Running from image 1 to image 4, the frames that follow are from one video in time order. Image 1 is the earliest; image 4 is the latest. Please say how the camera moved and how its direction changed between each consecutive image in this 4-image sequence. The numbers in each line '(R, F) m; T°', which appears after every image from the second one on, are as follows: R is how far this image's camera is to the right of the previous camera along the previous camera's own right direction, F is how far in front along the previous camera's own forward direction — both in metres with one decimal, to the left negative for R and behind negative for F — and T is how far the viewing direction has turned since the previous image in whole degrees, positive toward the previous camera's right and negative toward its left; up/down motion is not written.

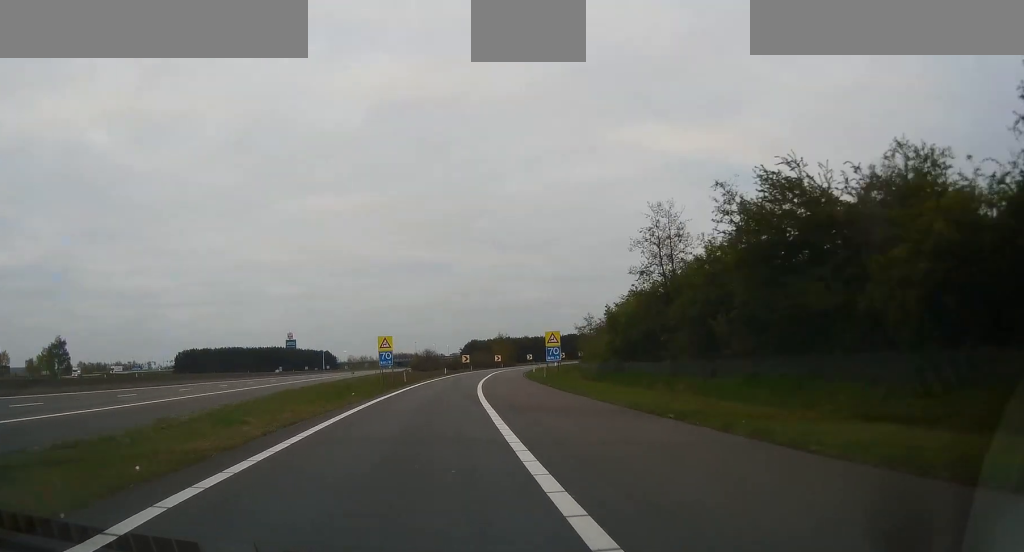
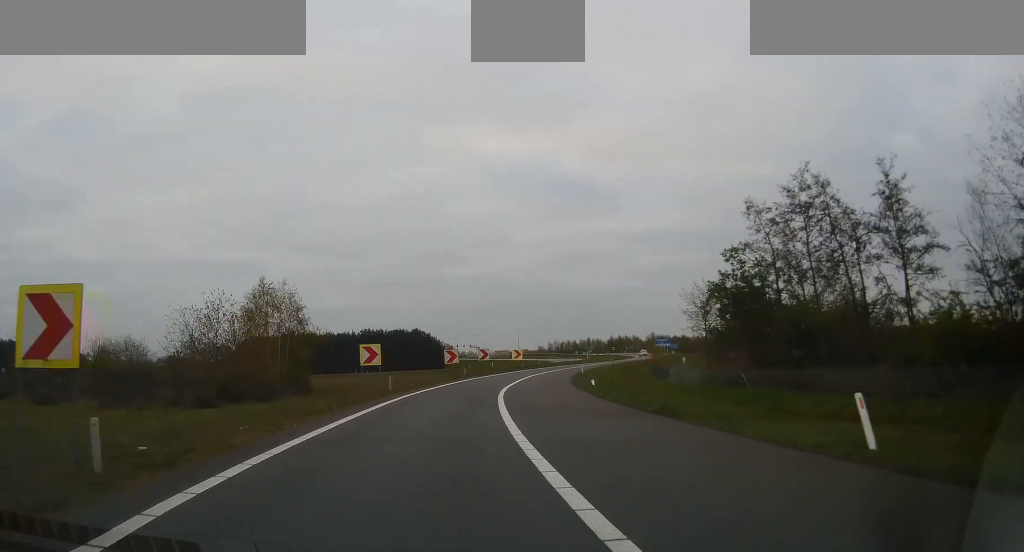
(+13.0, +109.8) m; +15°
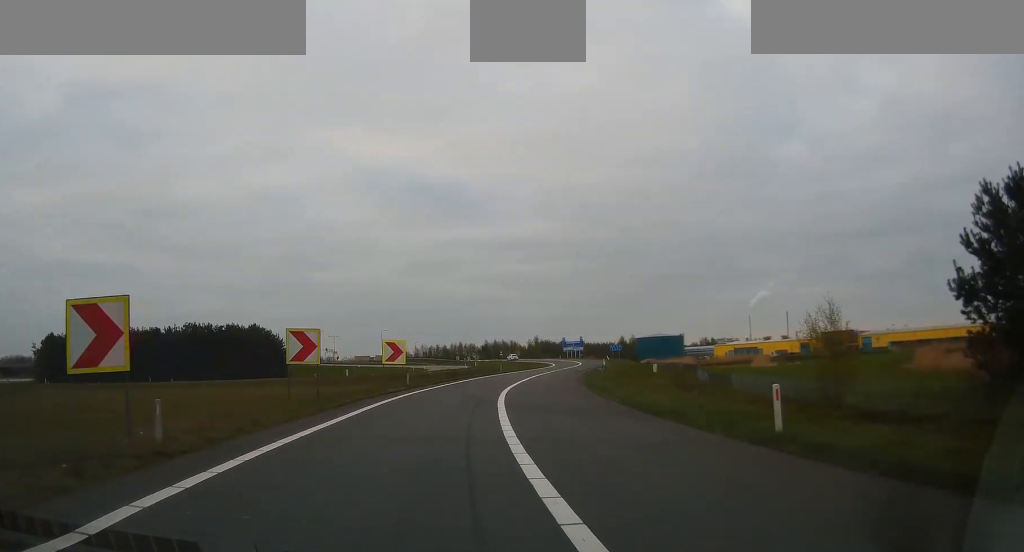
(+3.9, +34.9) m; +10°
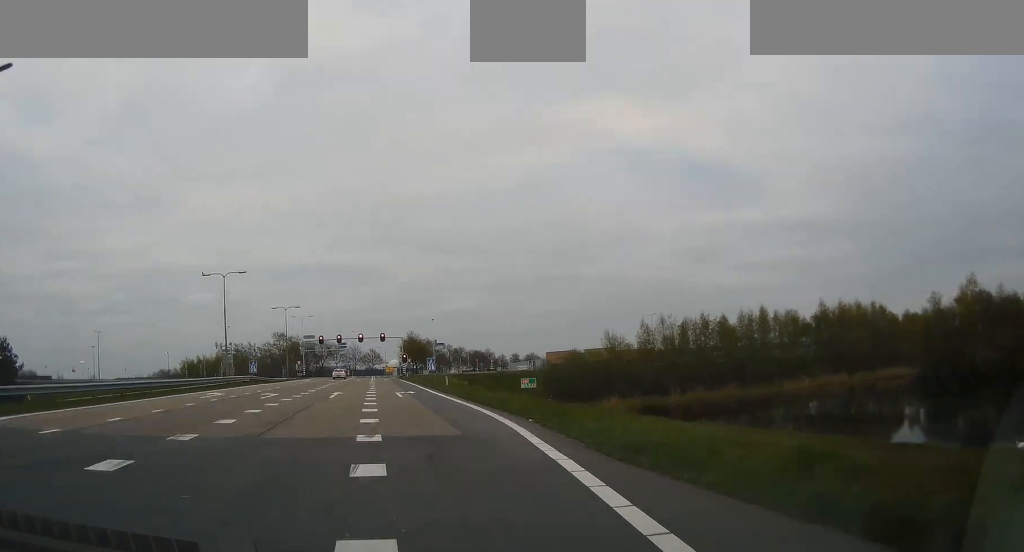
(-6.0, +210.3) m; -14°
